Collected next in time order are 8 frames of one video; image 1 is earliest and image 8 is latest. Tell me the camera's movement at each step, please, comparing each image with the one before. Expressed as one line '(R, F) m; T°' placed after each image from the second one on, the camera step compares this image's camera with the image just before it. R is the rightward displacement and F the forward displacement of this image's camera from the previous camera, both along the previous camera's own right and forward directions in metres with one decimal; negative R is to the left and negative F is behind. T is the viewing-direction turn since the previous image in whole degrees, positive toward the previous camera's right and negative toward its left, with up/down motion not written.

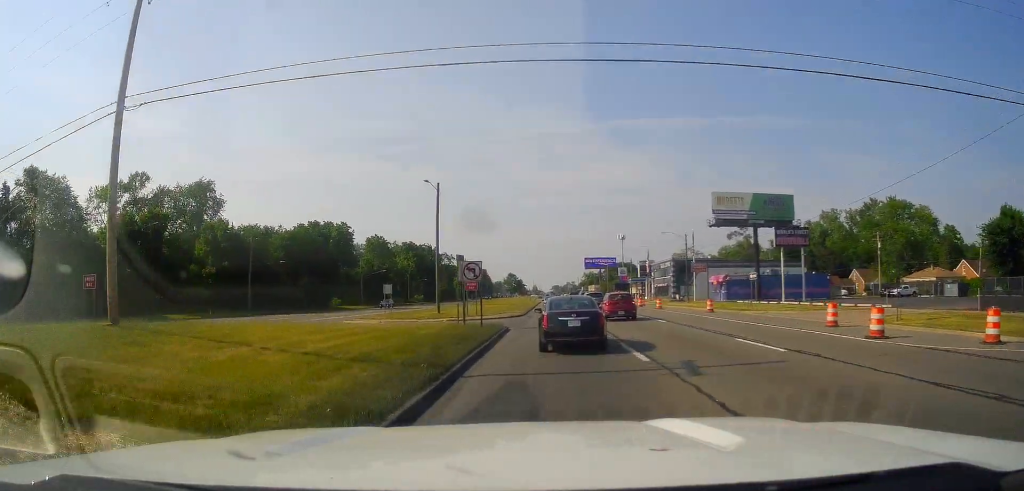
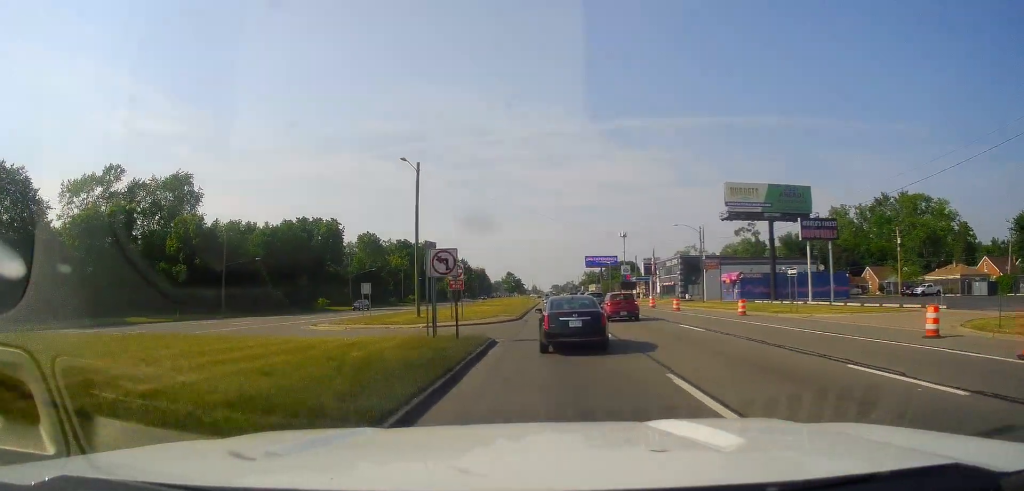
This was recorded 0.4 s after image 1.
(-0.3, +7.3) m; 0°
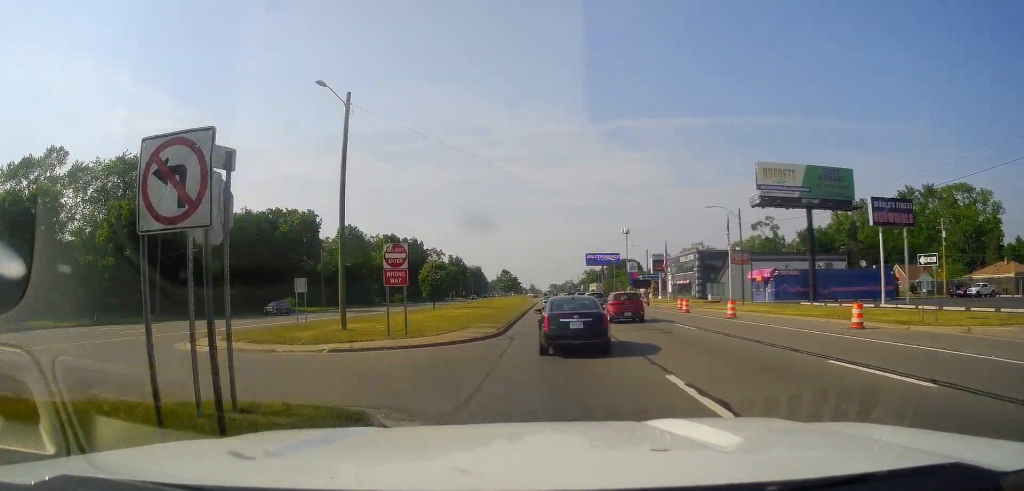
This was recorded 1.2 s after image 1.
(+0.3, +14.5) m; +1°
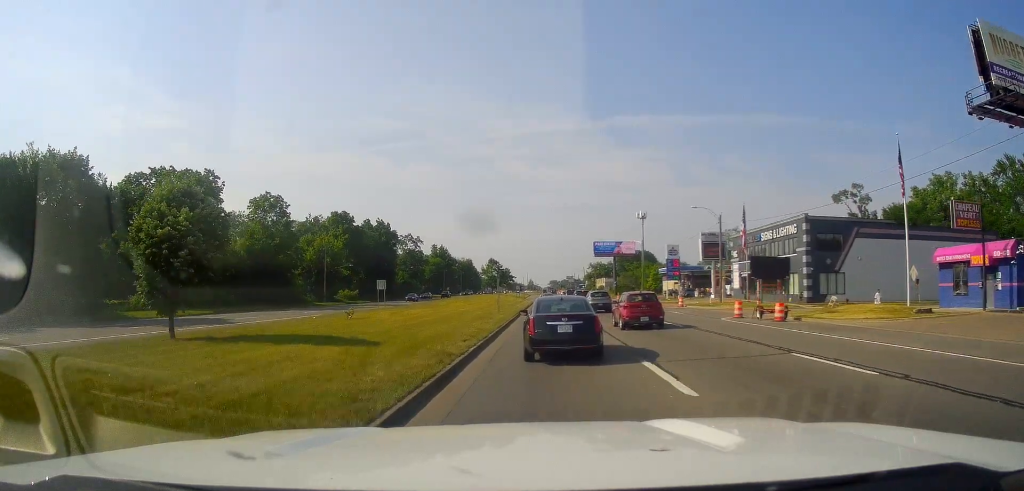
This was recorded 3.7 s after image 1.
(+0.6, +44.5) m; +2°
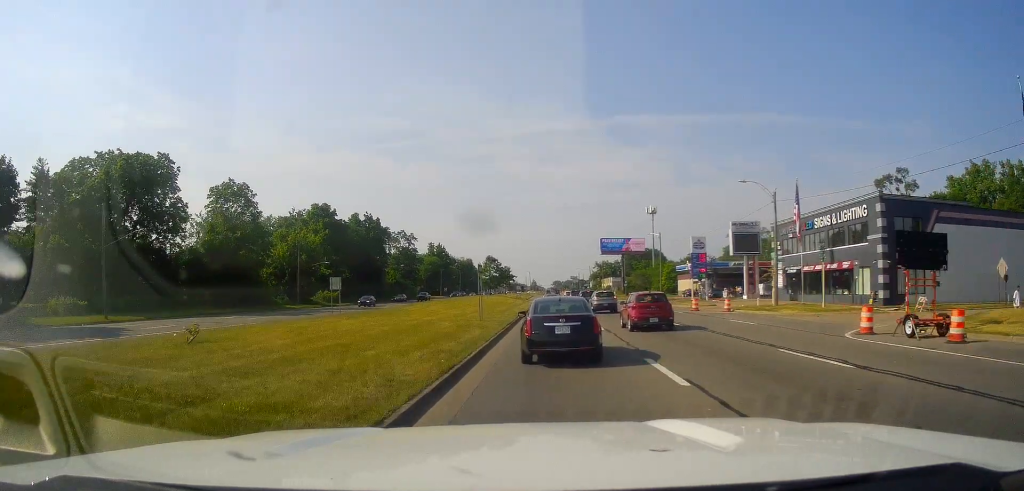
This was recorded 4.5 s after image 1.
(0.0, +14.1) m; -2°
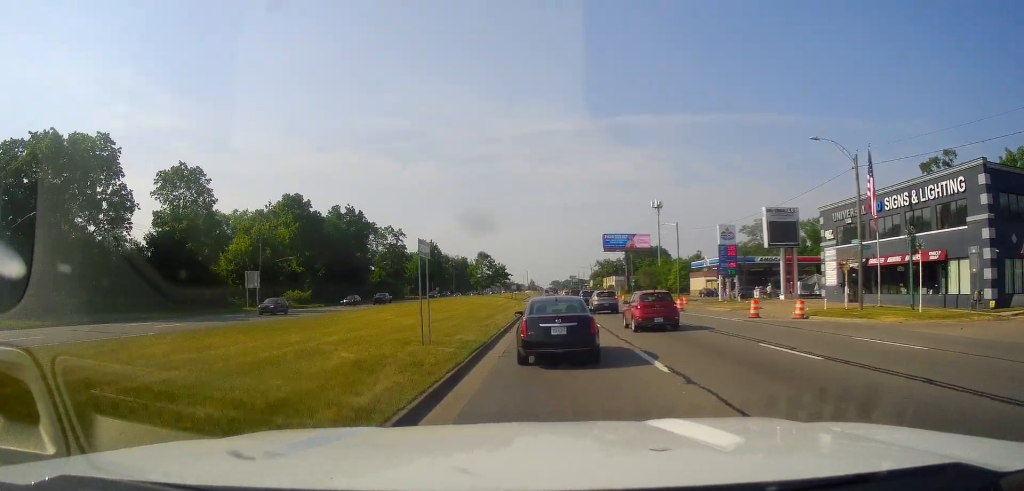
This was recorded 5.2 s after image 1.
(-0.4, +13.6) m; 0°
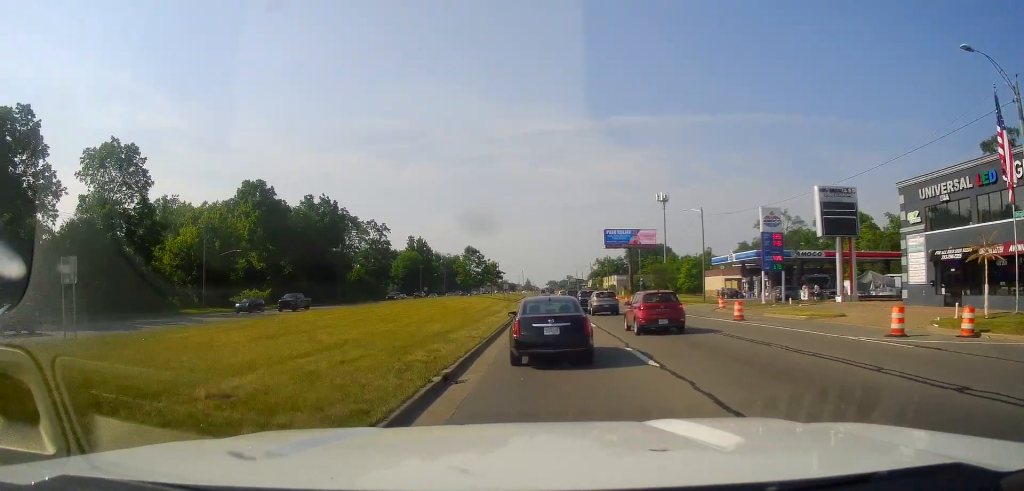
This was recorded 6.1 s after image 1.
(+0.1, +14.6) m; +1°
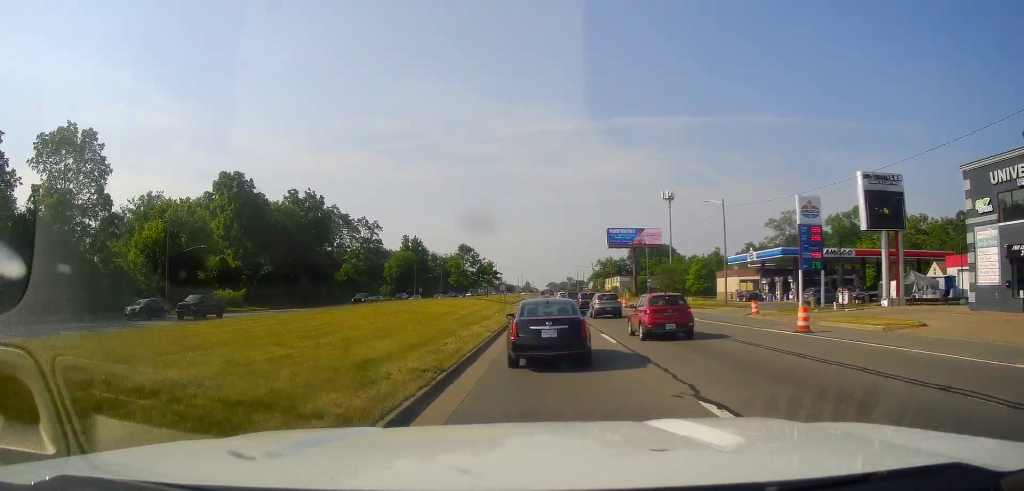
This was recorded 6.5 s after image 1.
(+0.2, +8.1) m; +1°
